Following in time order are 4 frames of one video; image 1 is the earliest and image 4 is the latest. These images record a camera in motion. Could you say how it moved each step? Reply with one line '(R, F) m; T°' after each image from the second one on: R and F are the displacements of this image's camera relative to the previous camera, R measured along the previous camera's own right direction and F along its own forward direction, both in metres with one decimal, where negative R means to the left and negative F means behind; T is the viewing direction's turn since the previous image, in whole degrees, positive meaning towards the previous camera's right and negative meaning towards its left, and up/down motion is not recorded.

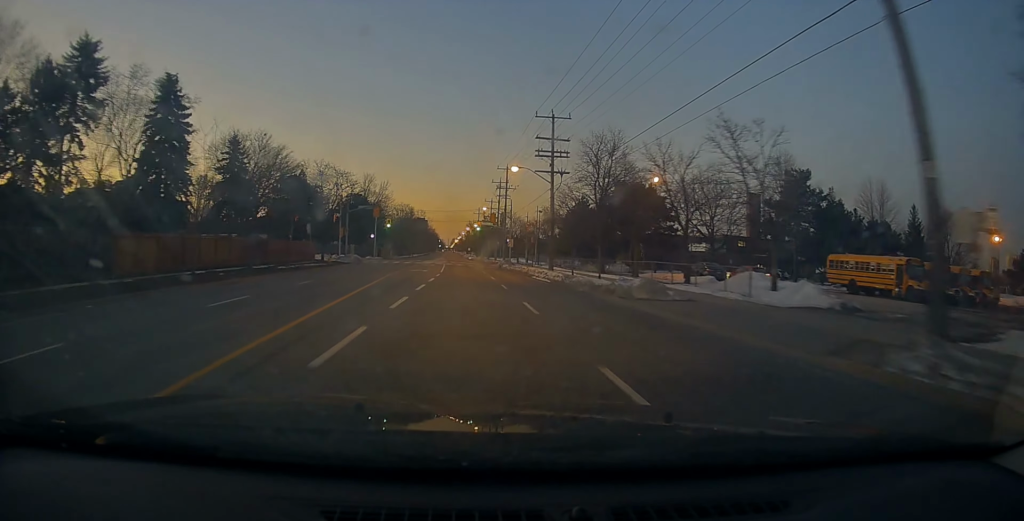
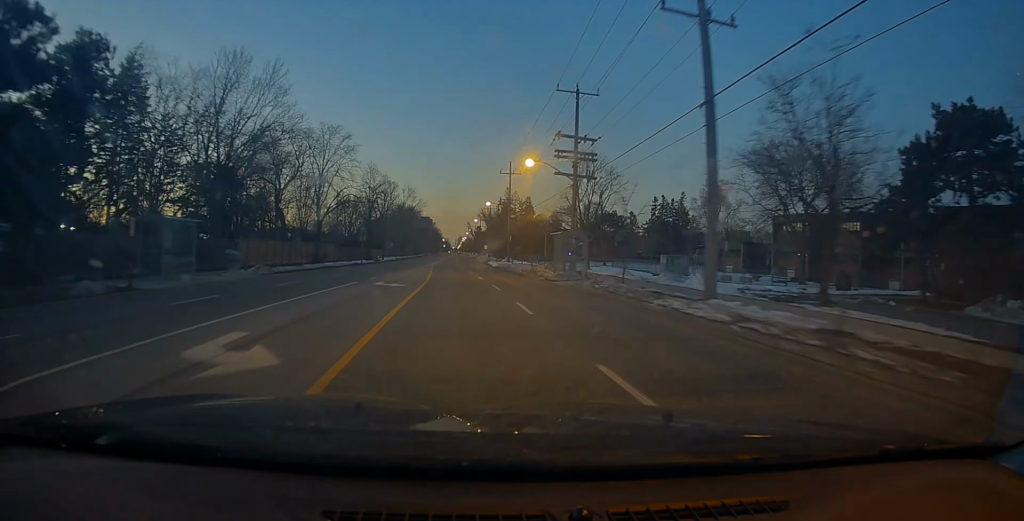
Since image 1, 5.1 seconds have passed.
(-1.3, +83.5) m; -1°
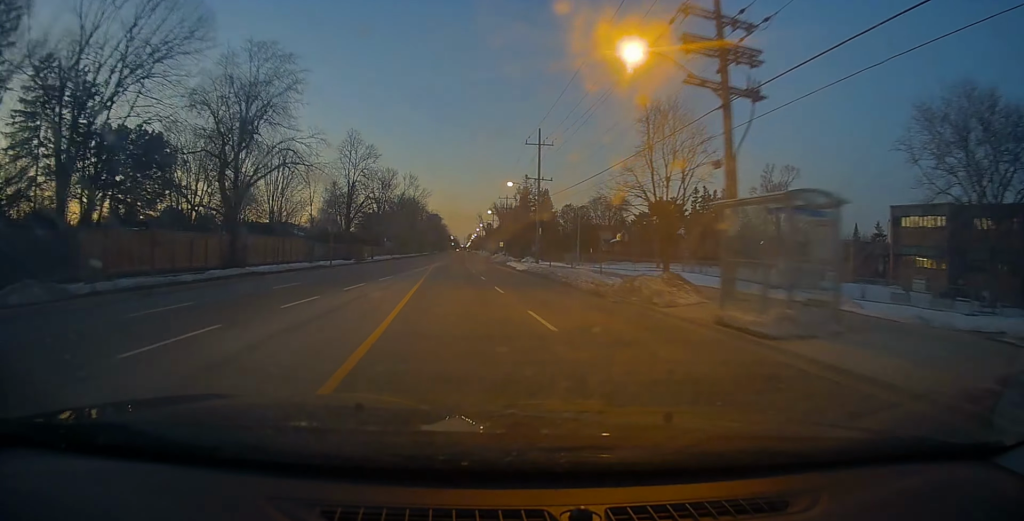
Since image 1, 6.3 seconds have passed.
(+0.1, +20.7) m; -1°
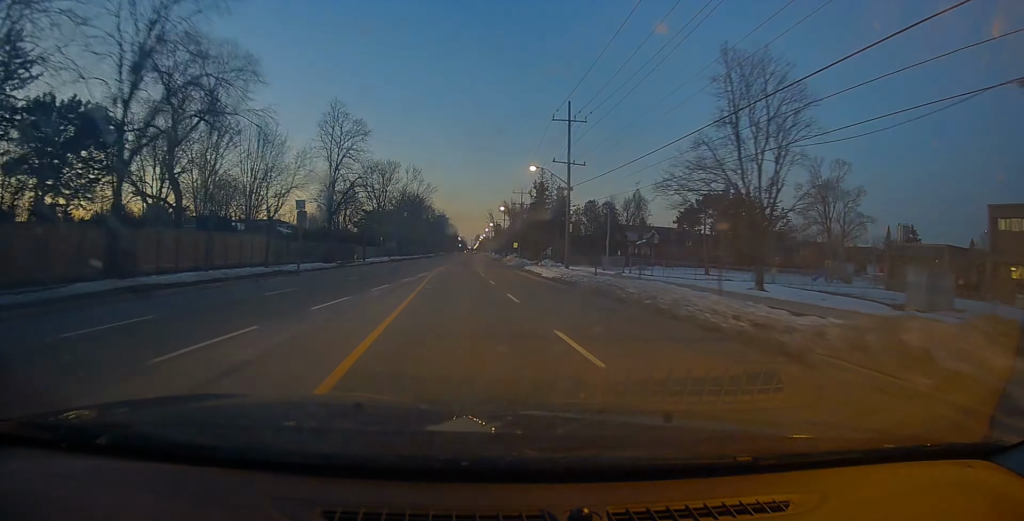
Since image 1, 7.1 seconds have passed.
(-0.2, +12.1) m; 0°
